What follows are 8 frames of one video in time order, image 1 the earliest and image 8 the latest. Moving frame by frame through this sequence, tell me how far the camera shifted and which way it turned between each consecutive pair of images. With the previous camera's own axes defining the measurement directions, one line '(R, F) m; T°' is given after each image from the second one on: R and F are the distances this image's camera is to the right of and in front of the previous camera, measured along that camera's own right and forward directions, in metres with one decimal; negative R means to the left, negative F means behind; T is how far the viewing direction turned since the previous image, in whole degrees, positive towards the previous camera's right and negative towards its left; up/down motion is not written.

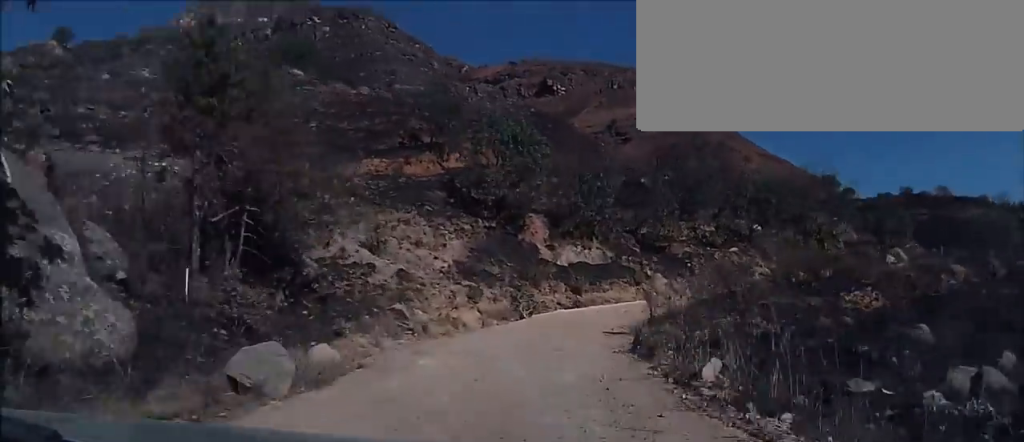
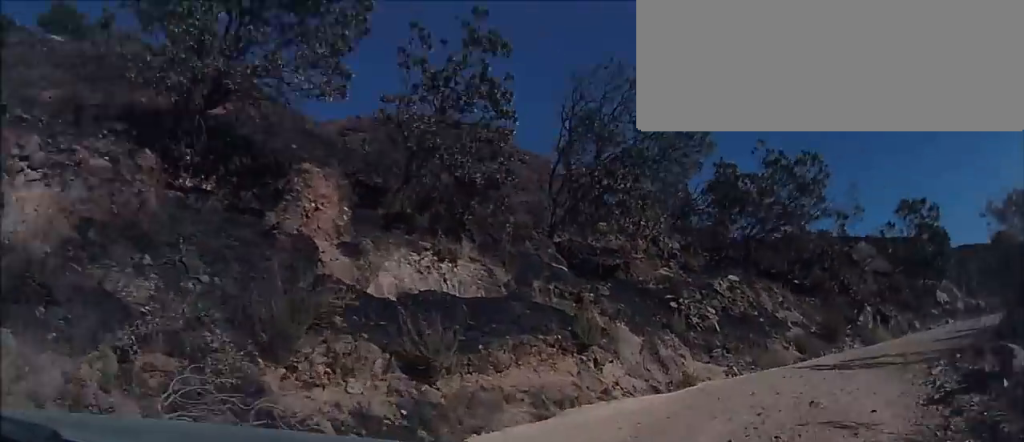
(-0.8, +21.4) m; +18°
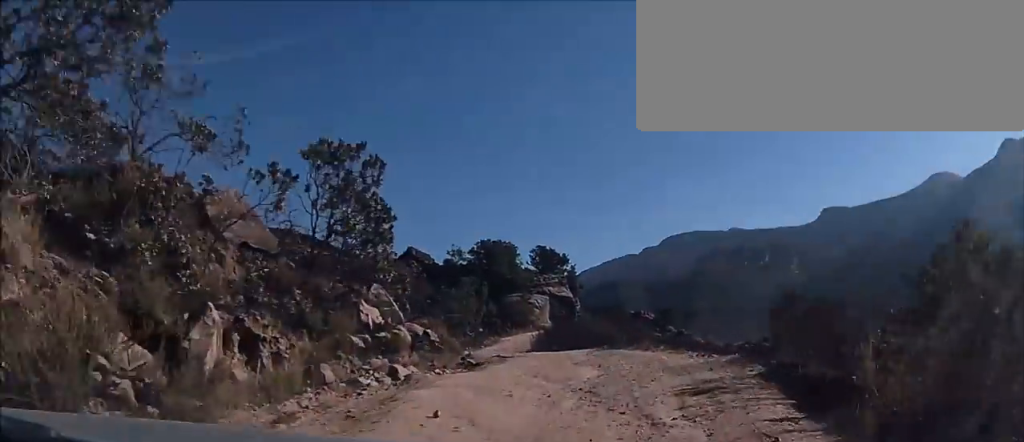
(+10.8, +22.5) m; +23°
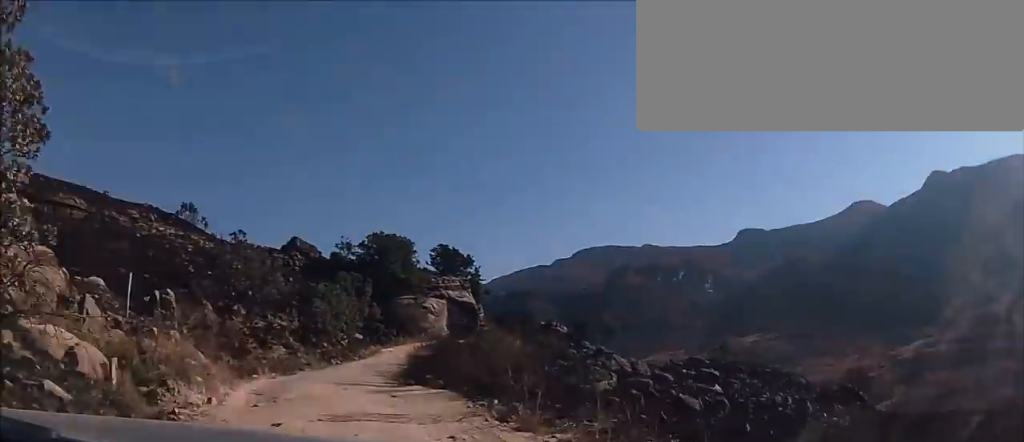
(+0.5, +14.7) m; +5°
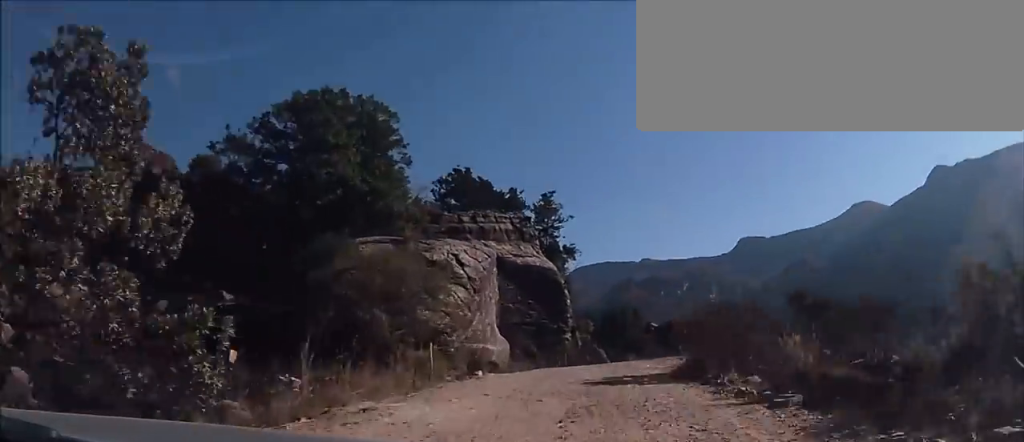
(+8.3, +60.9) m; +17°
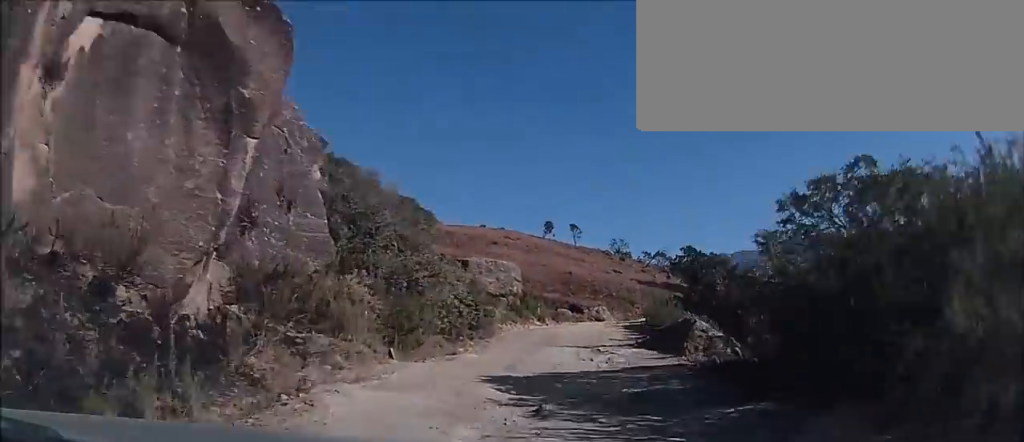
(-17.4, +59.5) m; -37°
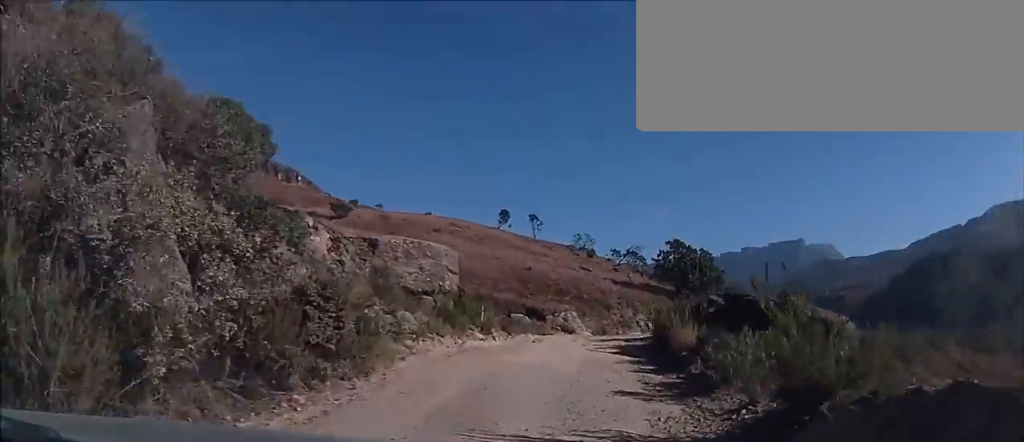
(-1.4, +17.1) m; +9°
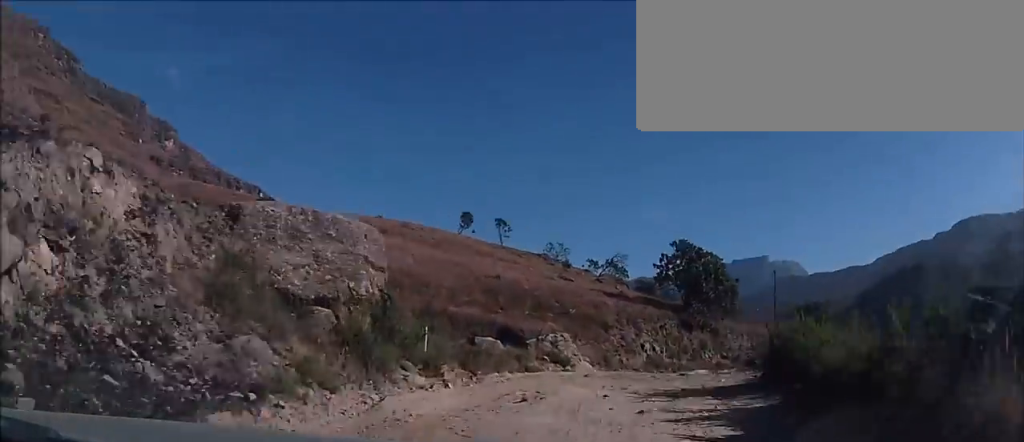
(-1.3, +13.4) m; +8°
